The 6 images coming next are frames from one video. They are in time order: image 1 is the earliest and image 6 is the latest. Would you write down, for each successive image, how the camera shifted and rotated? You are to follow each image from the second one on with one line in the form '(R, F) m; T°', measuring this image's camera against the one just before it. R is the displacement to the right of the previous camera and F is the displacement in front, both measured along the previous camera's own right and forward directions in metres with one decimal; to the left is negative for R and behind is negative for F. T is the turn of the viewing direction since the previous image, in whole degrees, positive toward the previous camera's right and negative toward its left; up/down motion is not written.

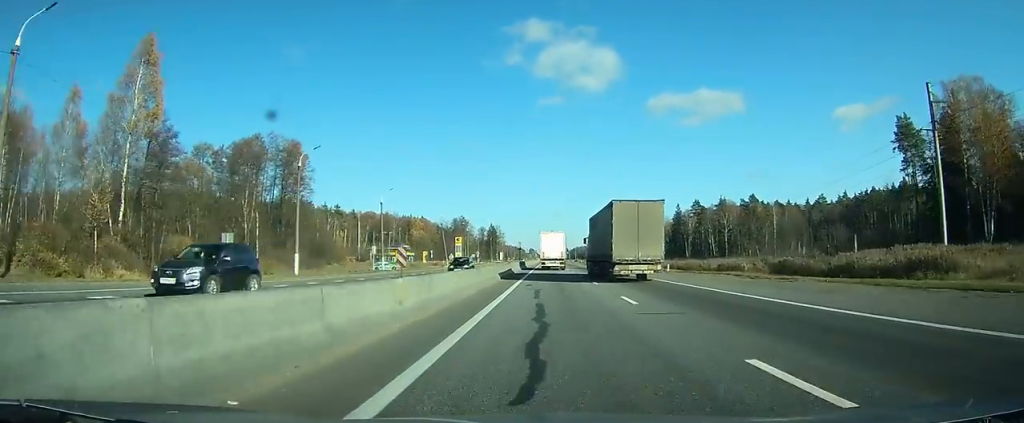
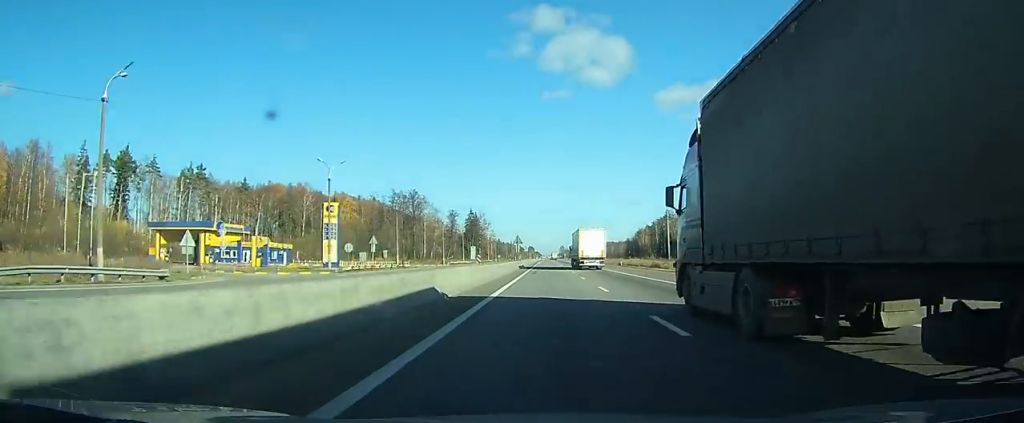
(-0.9, +103.5) m; -1°
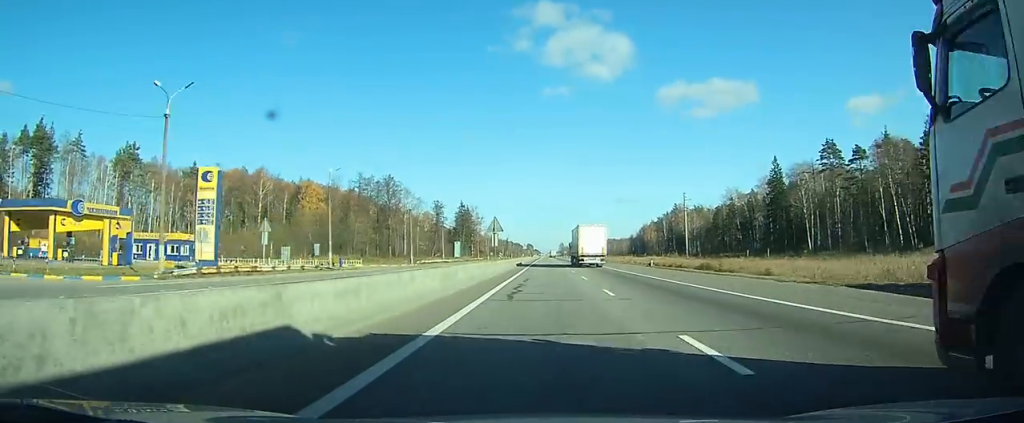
(0.0, +26.3) m; 0°
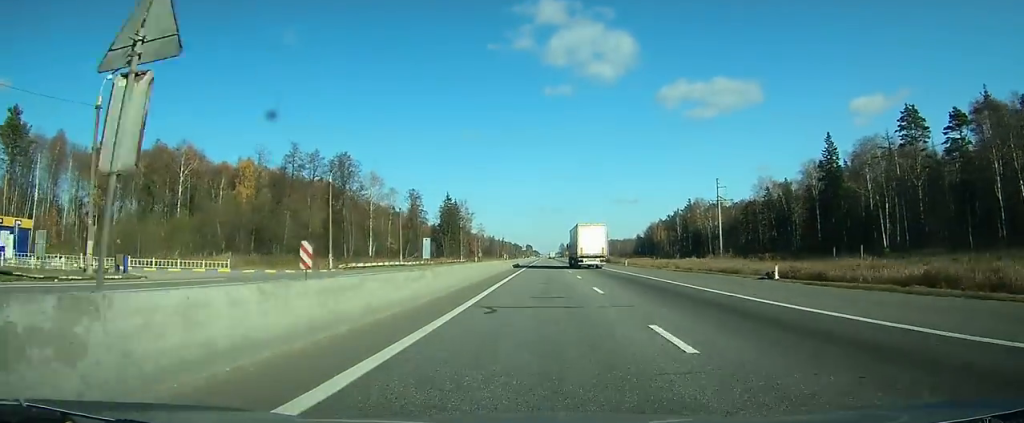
(0.0, +32.9) m; 0°
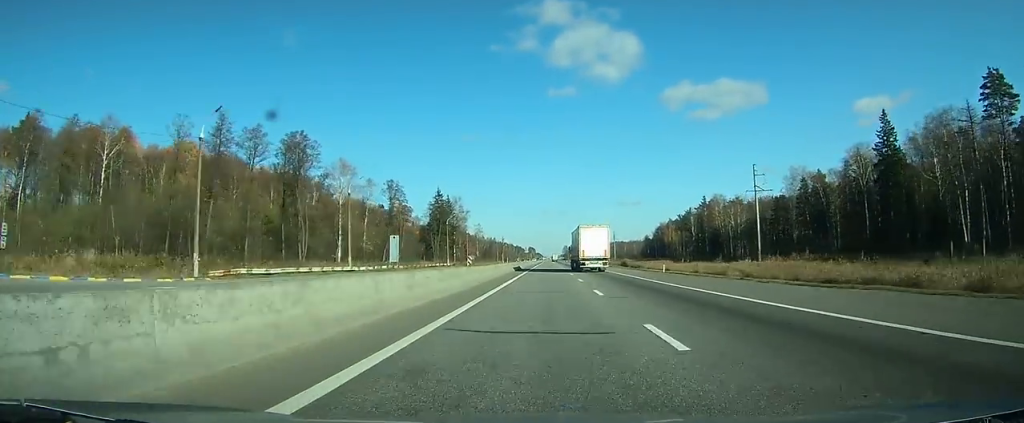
(+0.1, +23.0) m; 0°
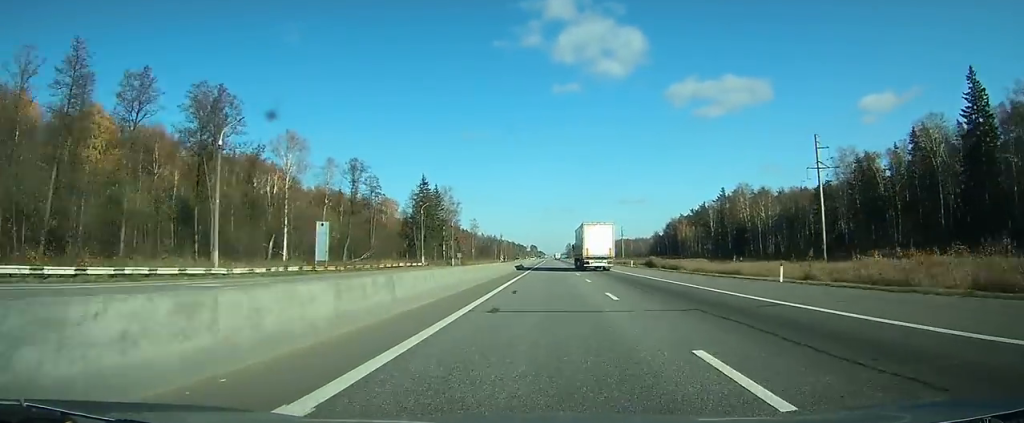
(0.0, +27.4) m; 0°
